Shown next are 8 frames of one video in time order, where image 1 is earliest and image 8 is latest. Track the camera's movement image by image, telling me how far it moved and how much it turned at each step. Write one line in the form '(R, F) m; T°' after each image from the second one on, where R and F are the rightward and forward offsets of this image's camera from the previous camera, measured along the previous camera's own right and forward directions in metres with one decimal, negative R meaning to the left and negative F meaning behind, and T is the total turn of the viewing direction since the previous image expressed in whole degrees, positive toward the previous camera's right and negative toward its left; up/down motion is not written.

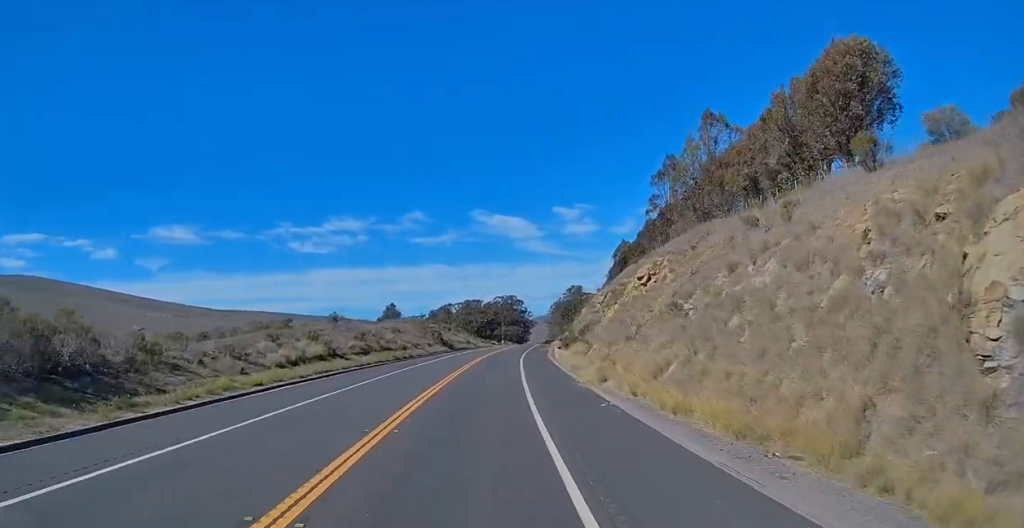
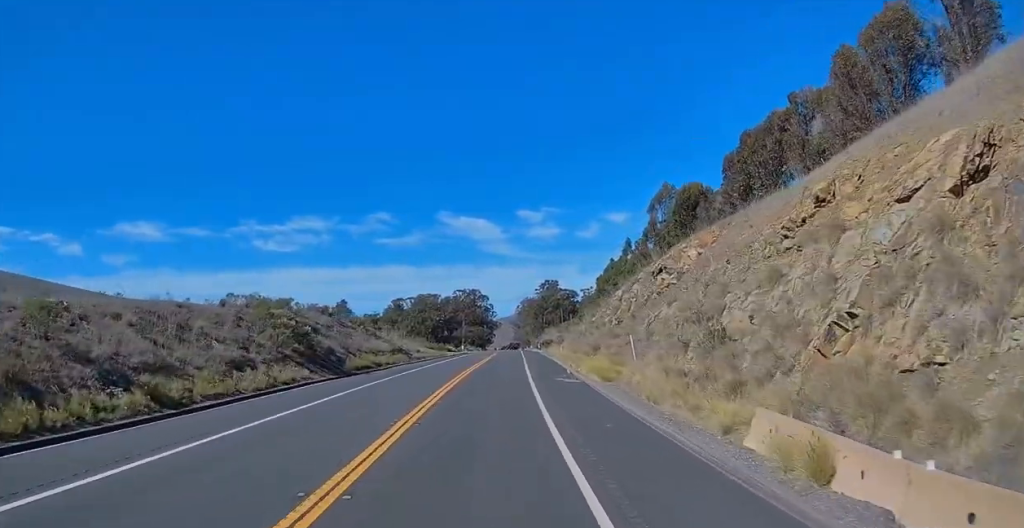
(+1.6, +59.6) m; +4°
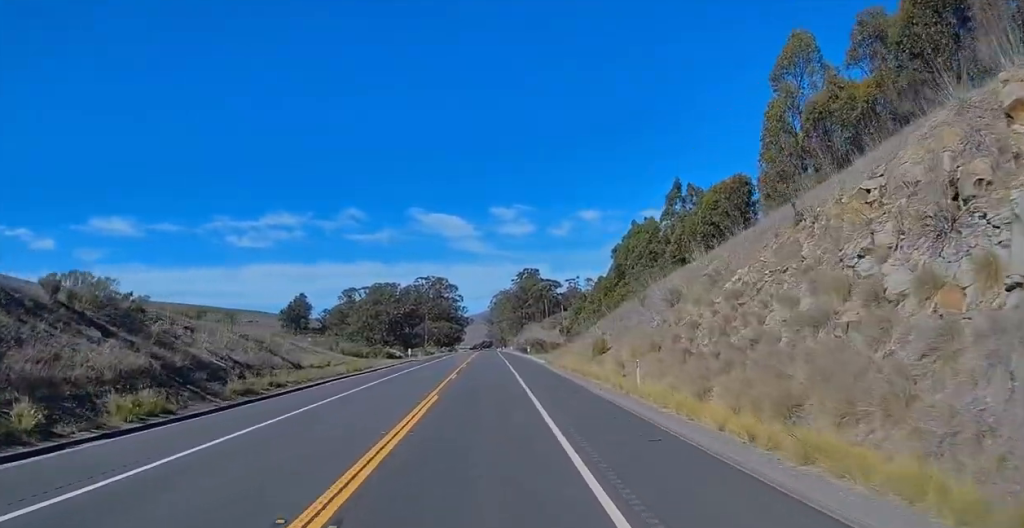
(+1.2, +45.5) m; +2°
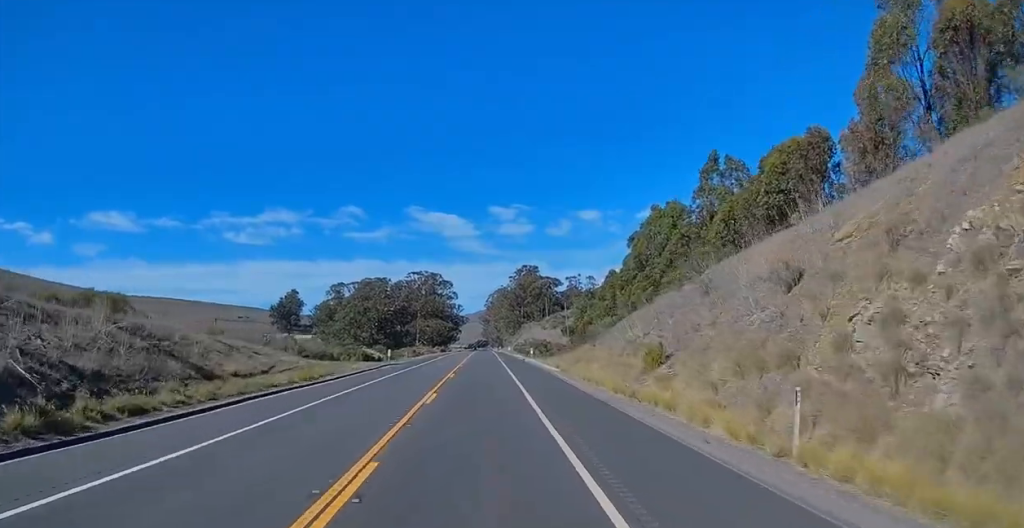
(+0.1, +12.7) m; 0°
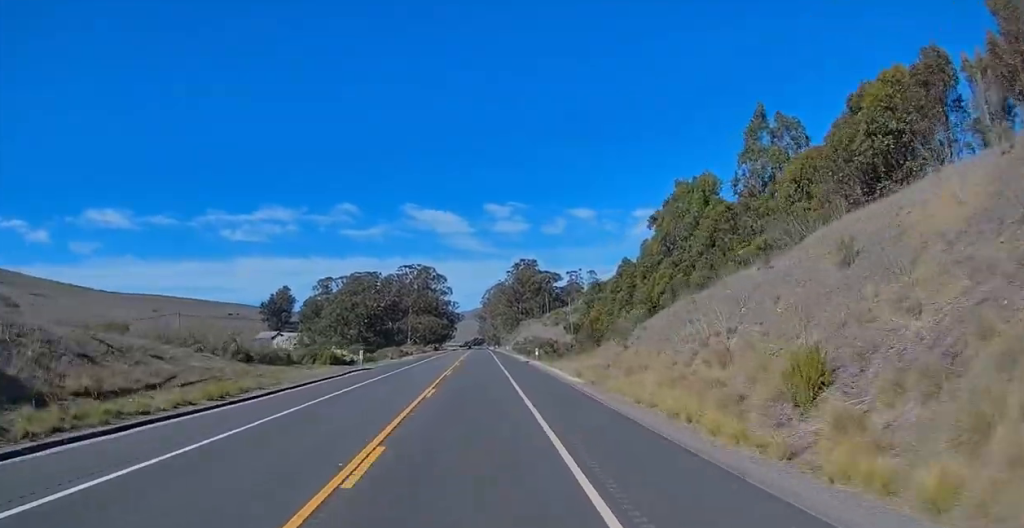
(0.0, +12.2) m; 0°
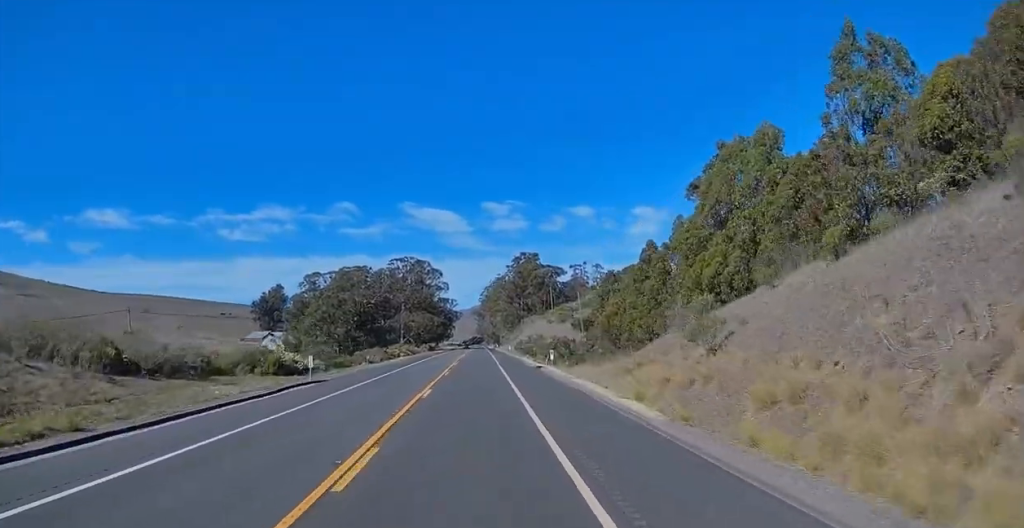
(0.0, +14.8) m; 0°
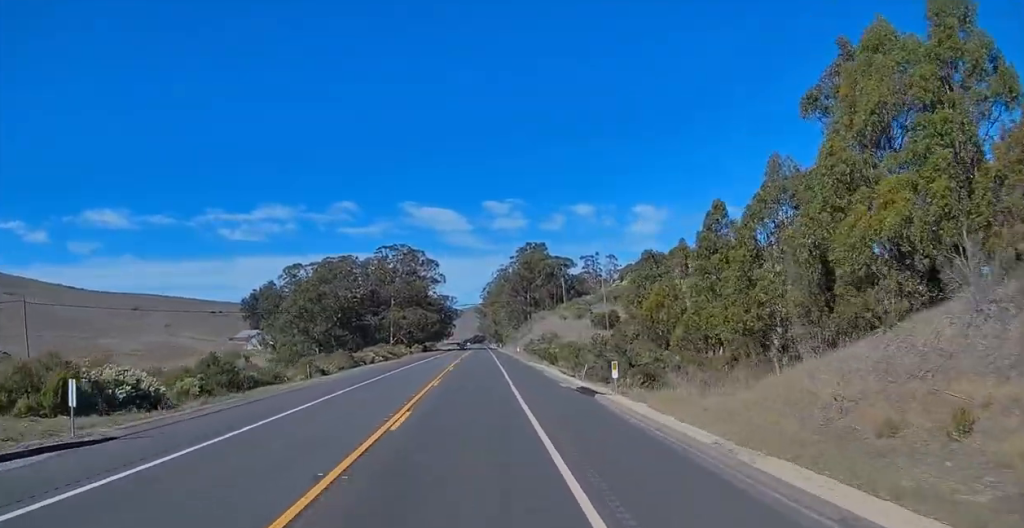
(0.0, +24.3) m; 0°
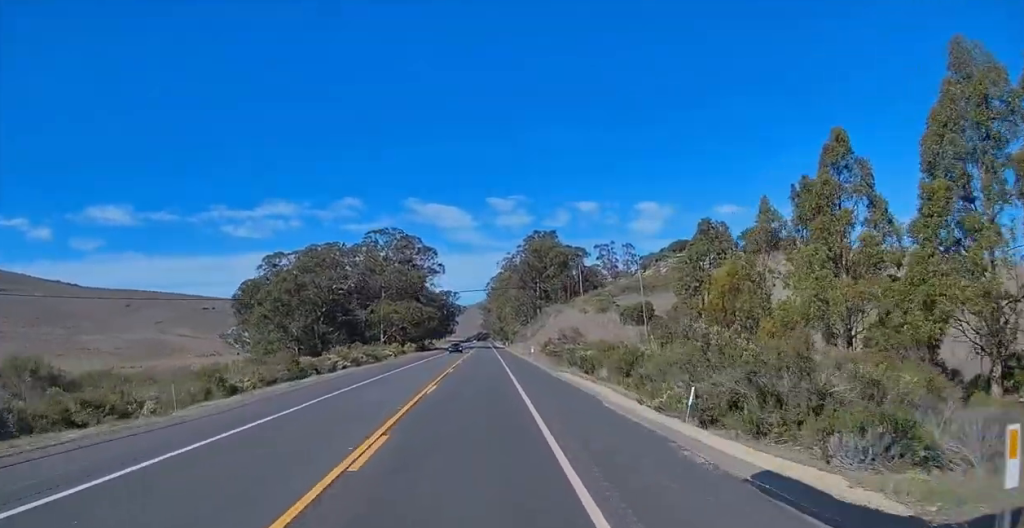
(-0.1, +19.3) m; 0°
